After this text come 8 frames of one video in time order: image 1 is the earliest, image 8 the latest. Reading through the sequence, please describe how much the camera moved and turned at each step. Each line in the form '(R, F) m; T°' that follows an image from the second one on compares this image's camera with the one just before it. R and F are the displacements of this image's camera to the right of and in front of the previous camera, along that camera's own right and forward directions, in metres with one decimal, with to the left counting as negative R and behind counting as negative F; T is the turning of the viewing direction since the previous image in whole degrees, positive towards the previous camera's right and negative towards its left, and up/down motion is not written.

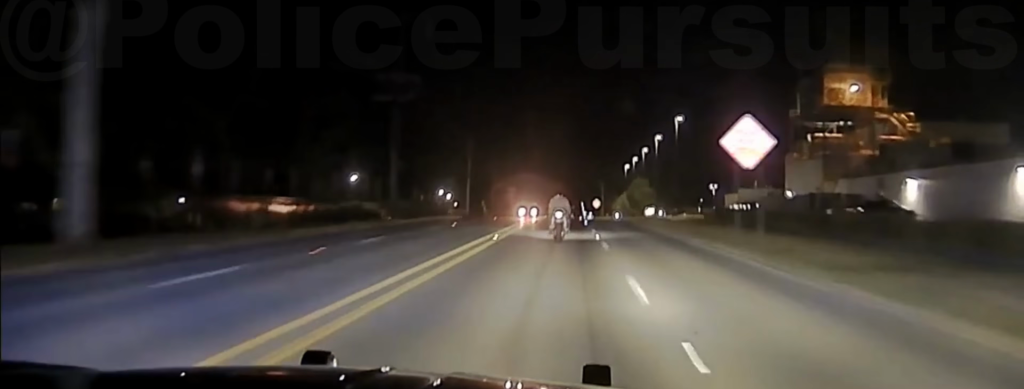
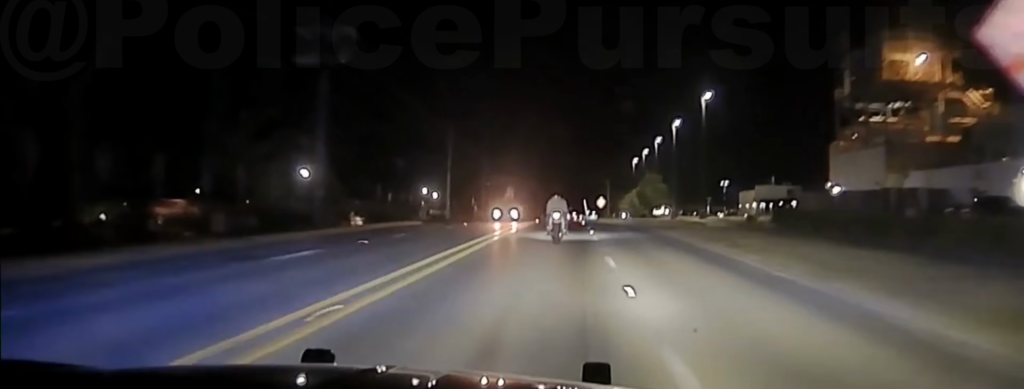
(+0.1, +19.6) m; 0°
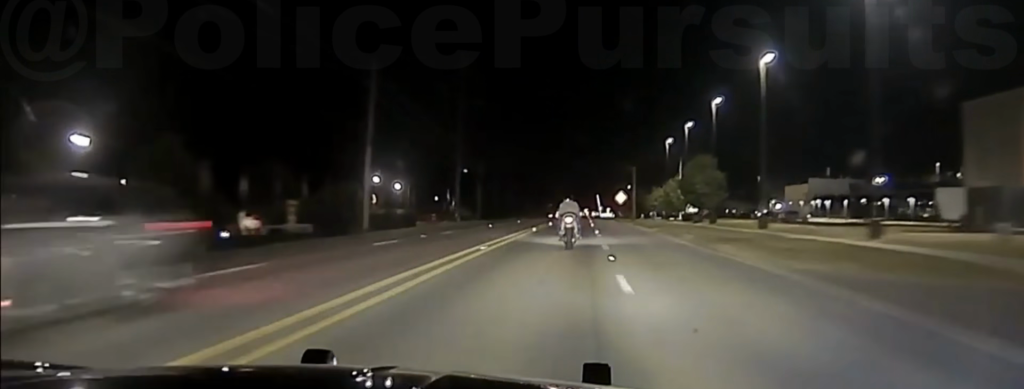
(-0.5, +40.5) m; -1°
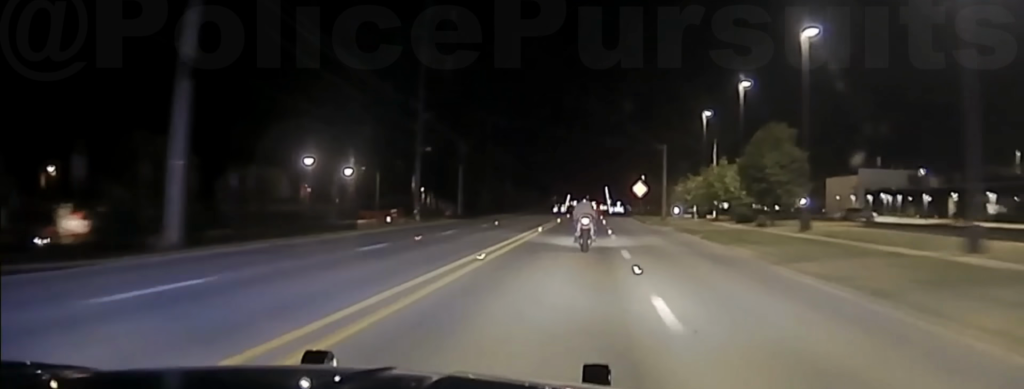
(-0.1, +26.1) m; 0°
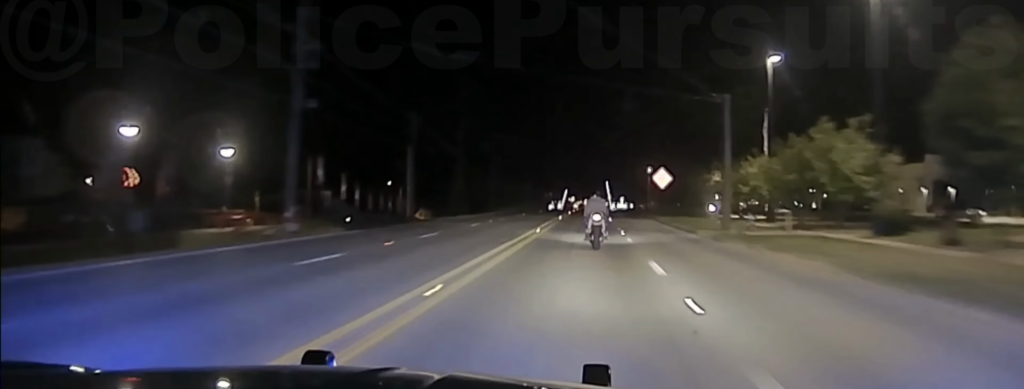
(+0.3, +29.2) m; 0°
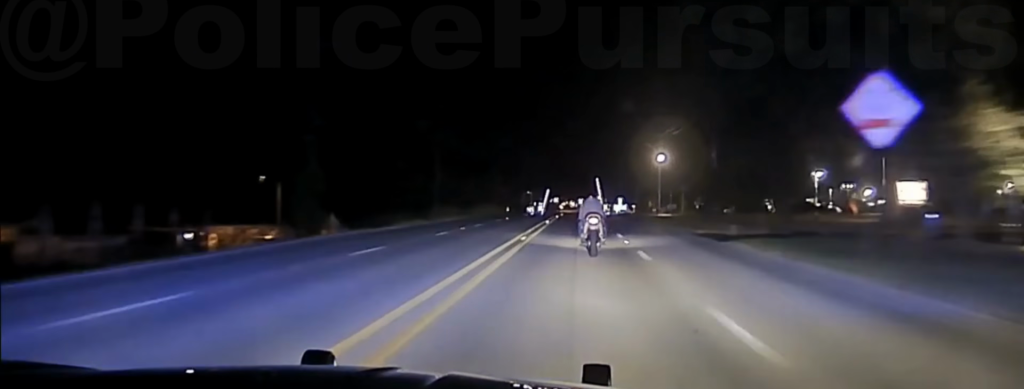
(-0.1, +52.8) m; 0°
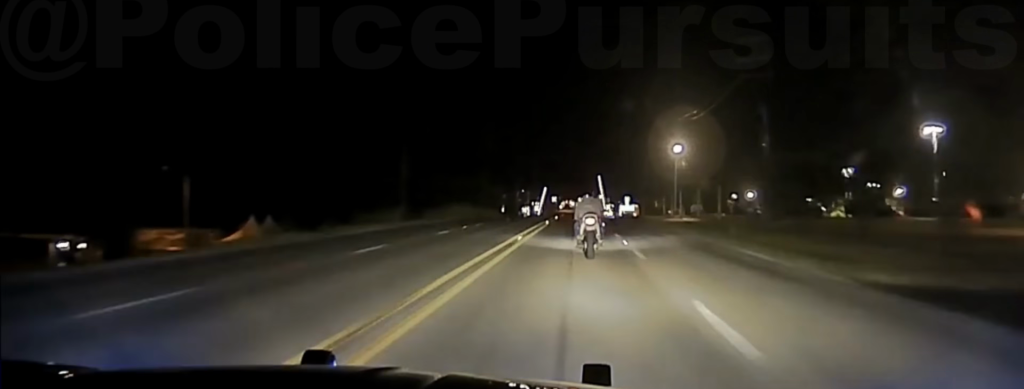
(+0.2, +21.9) m; 0°
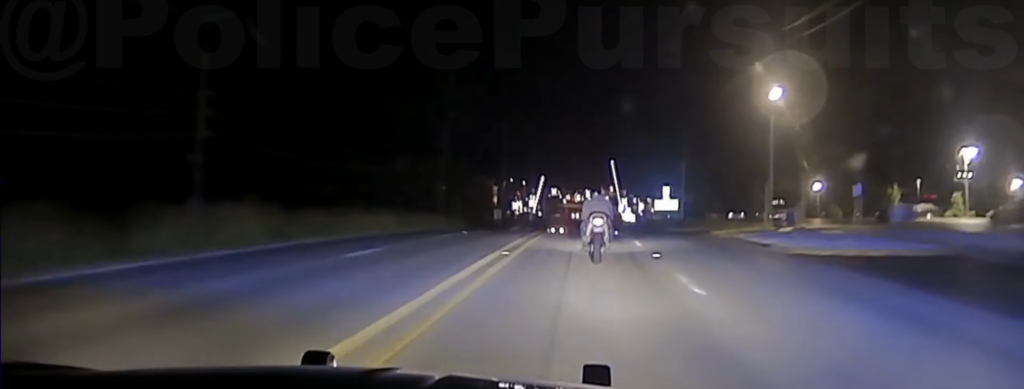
(+0.1, +60.6) m; 0°
